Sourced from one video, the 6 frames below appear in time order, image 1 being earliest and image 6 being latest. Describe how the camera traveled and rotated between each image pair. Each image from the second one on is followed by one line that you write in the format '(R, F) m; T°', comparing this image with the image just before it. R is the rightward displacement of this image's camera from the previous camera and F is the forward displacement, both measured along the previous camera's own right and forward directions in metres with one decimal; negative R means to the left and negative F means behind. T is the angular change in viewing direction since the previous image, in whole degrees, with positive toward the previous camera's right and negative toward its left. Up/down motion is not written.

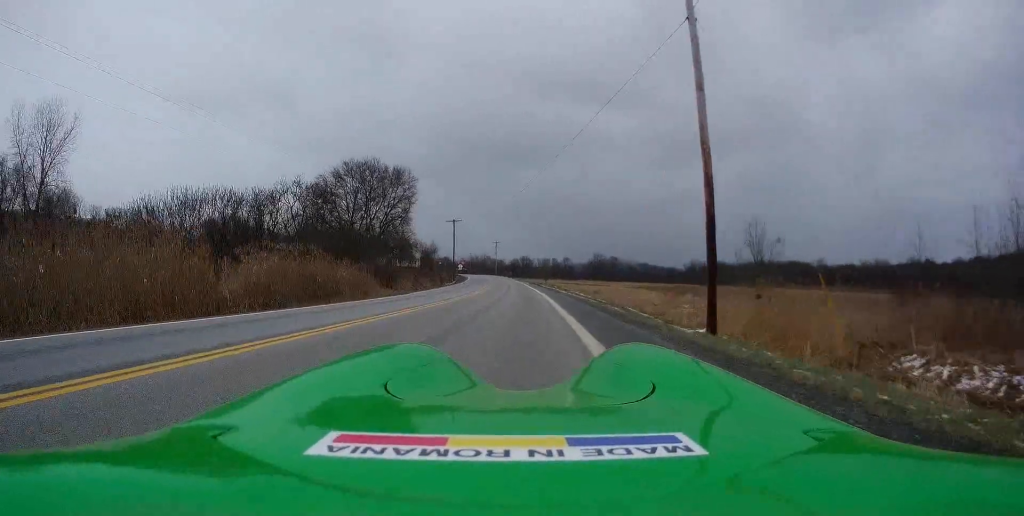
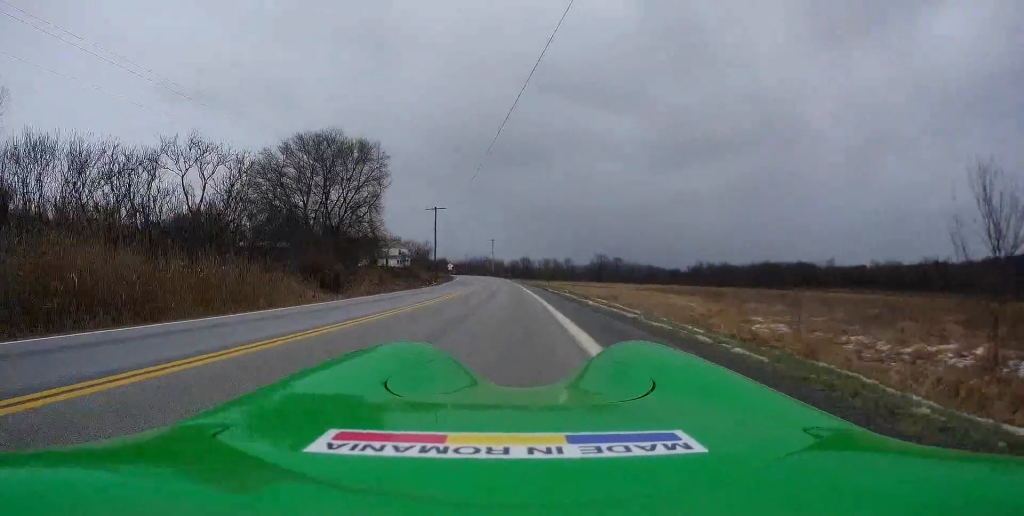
(-0.4, +18.1) m; -1°
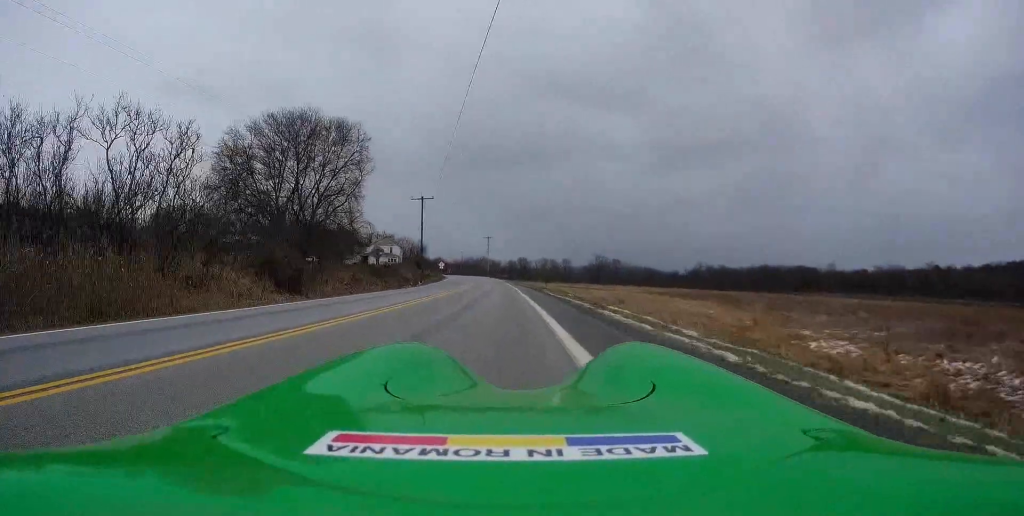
(0.0, +7.0) m; 0°
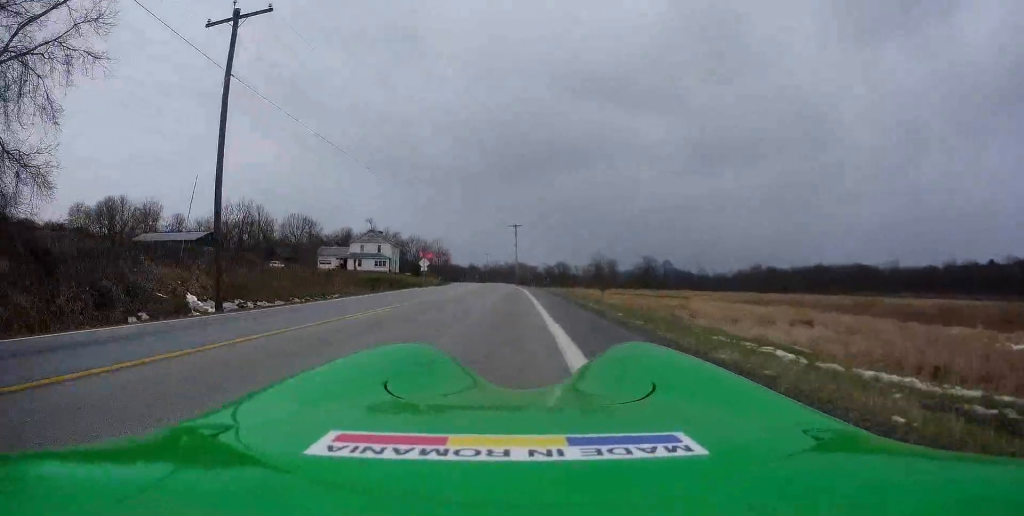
(-0.5, +48.2) m; -3°
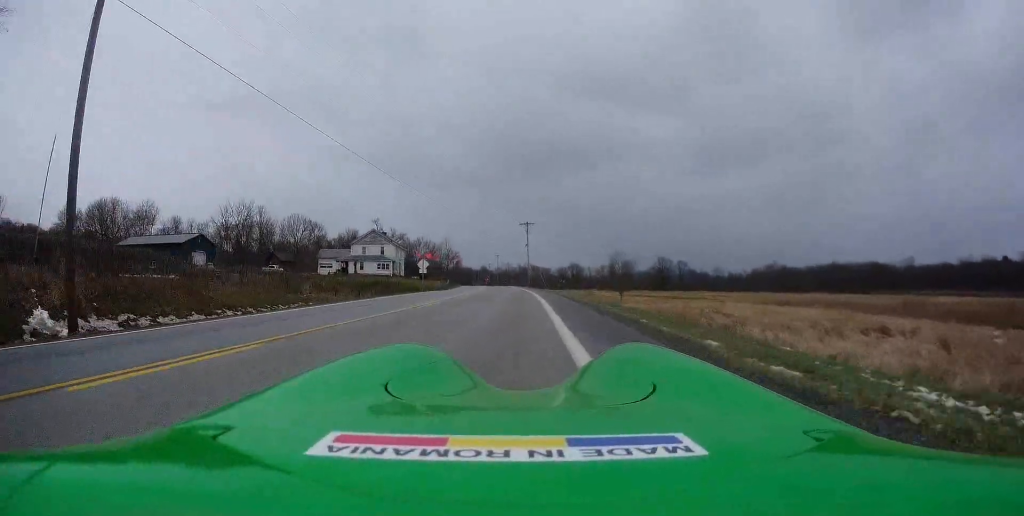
(-0.1, +7.6) m; -1°
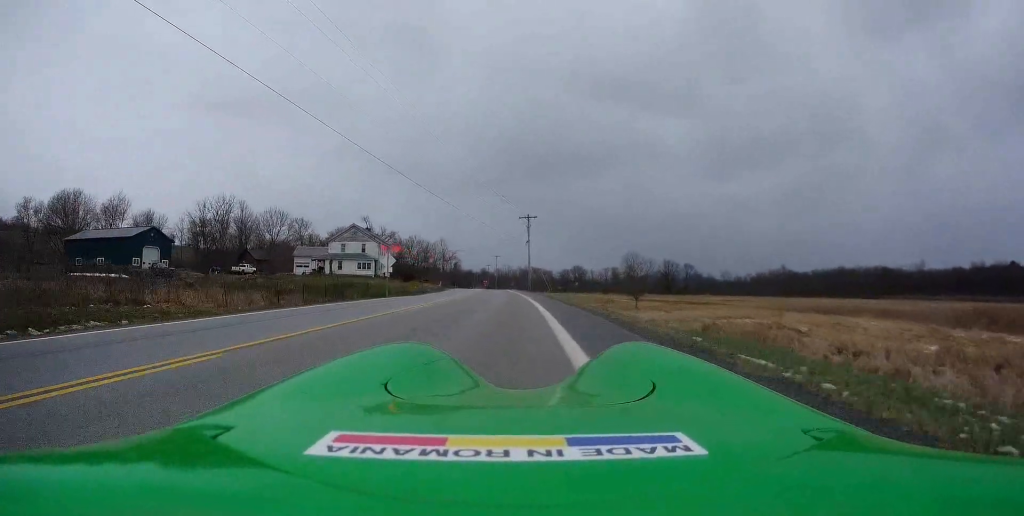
(-0.1, +15.5) m; 0°
